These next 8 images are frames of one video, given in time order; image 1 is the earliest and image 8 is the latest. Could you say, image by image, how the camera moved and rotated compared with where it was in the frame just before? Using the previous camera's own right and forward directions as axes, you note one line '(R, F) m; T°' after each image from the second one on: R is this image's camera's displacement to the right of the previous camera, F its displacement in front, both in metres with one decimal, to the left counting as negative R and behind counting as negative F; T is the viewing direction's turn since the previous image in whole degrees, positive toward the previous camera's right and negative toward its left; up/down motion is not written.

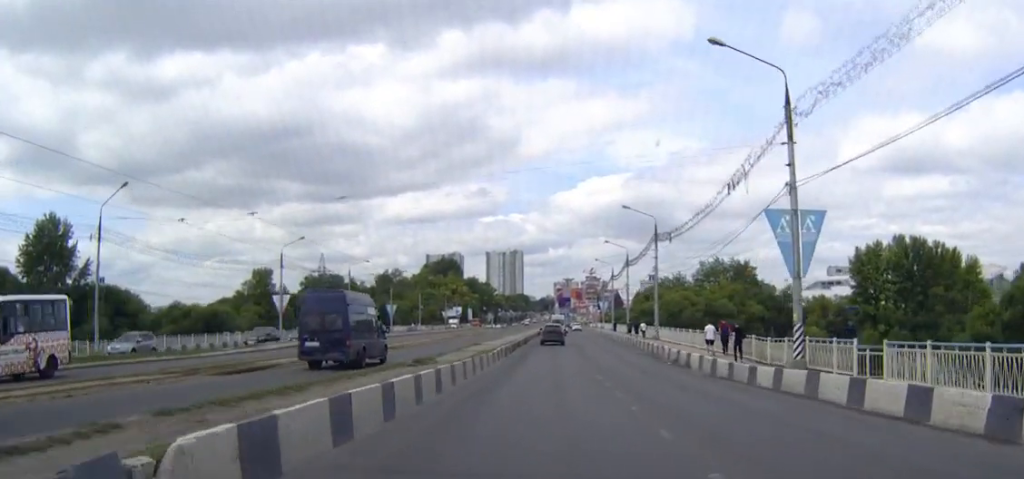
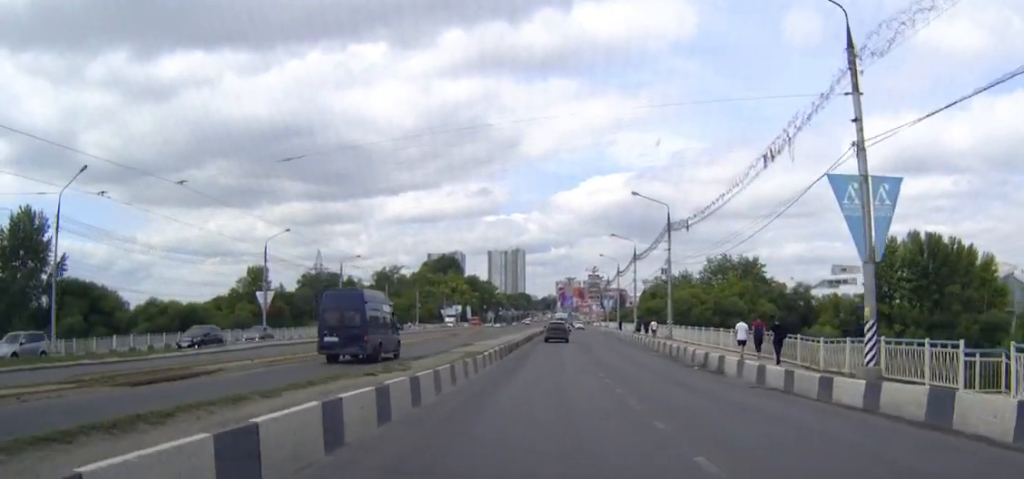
(0.0, +6.6) m; 0°
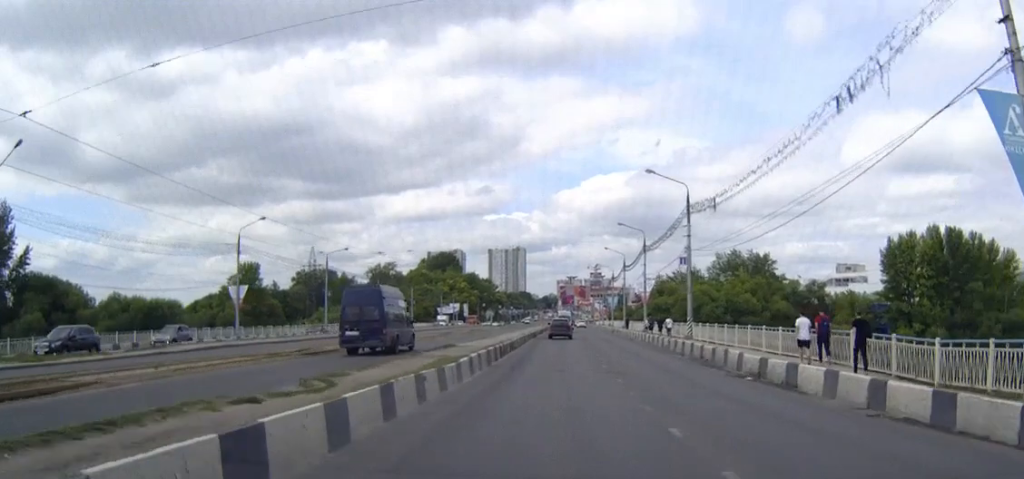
(0.0, +8.9) m; 0°
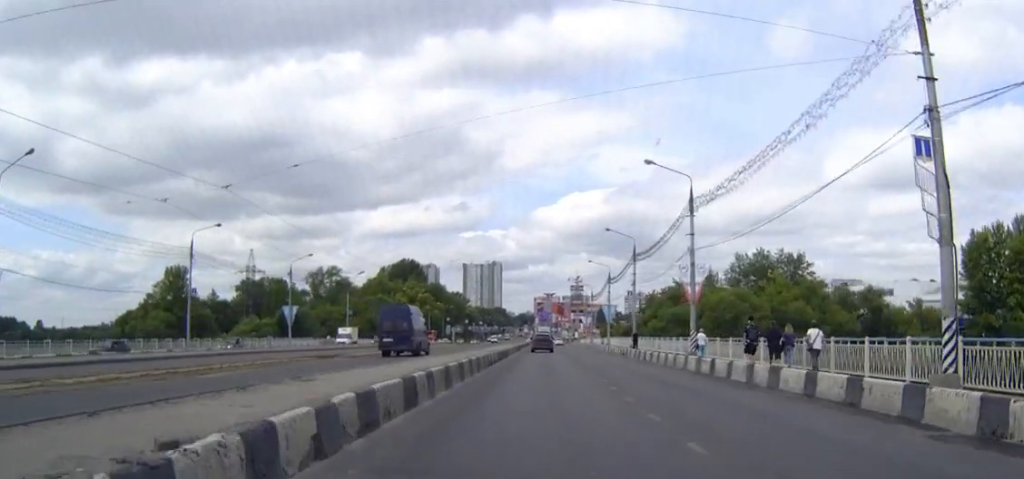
(+0.2, +41.2) m; +1°
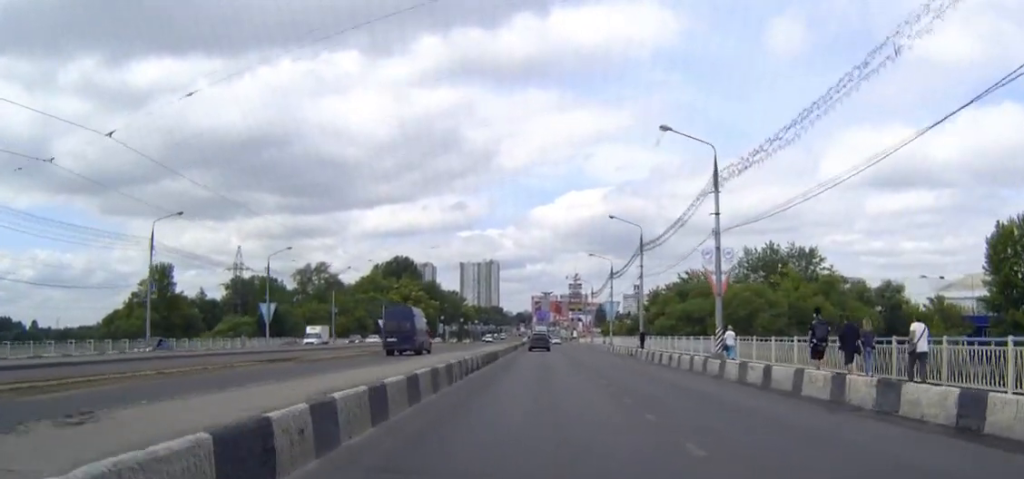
(+0.1, +8.3) m; 0°
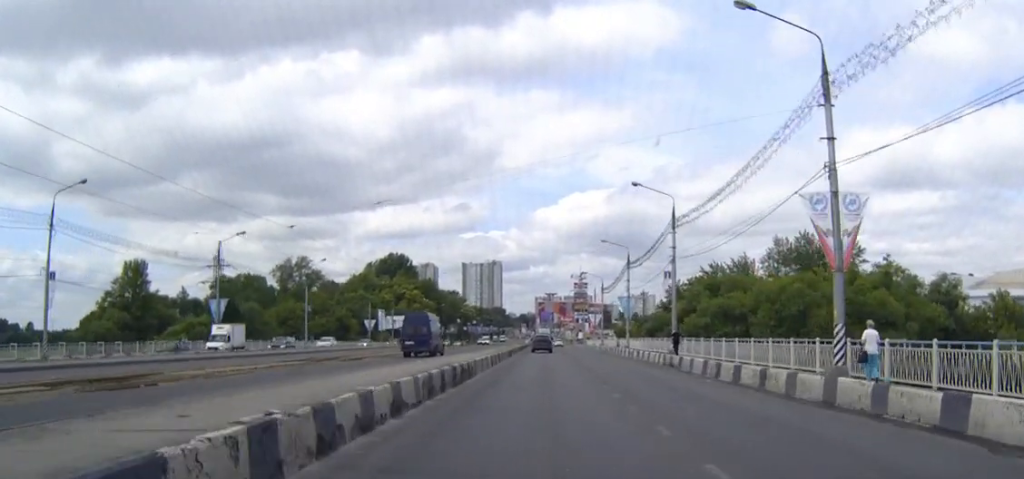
(+0.1, +17.1) m; 0°
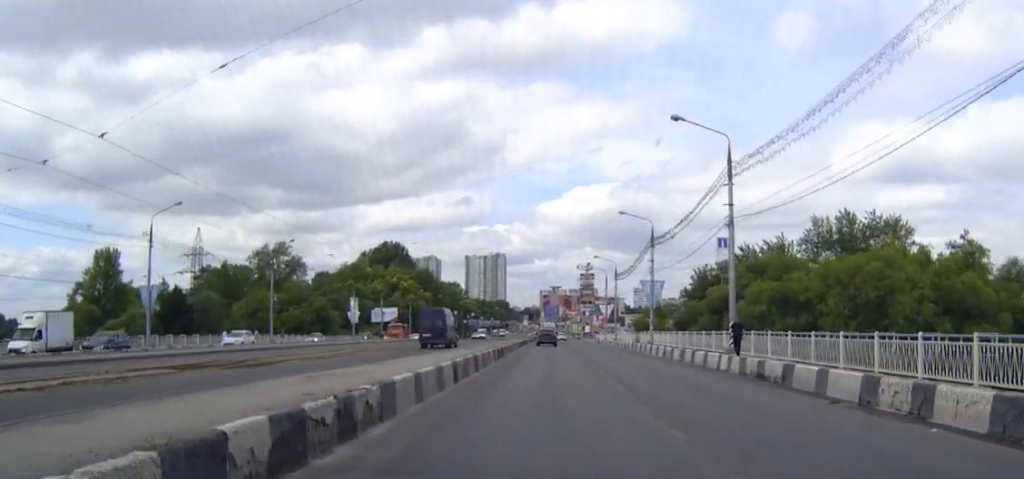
(0.0, +16.6) m; 0°
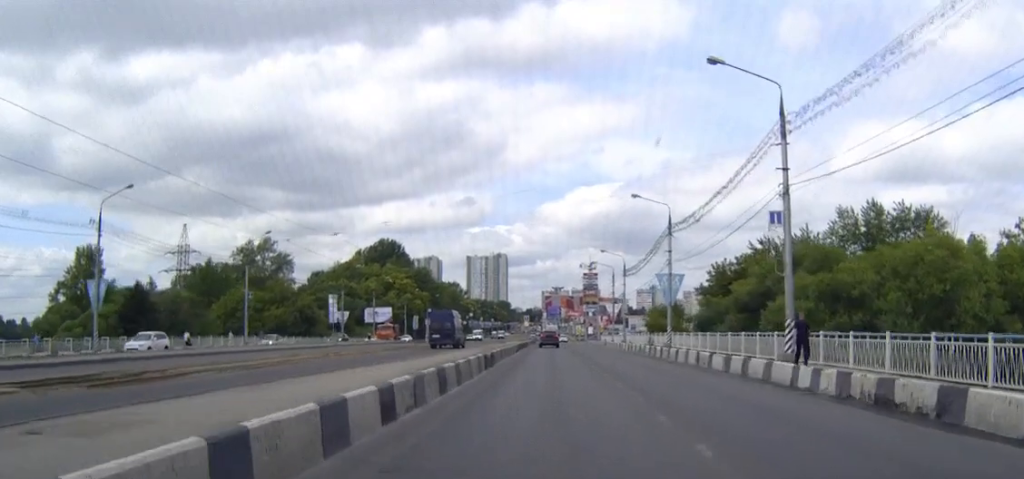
(0.0, +9.5) m; 0°
